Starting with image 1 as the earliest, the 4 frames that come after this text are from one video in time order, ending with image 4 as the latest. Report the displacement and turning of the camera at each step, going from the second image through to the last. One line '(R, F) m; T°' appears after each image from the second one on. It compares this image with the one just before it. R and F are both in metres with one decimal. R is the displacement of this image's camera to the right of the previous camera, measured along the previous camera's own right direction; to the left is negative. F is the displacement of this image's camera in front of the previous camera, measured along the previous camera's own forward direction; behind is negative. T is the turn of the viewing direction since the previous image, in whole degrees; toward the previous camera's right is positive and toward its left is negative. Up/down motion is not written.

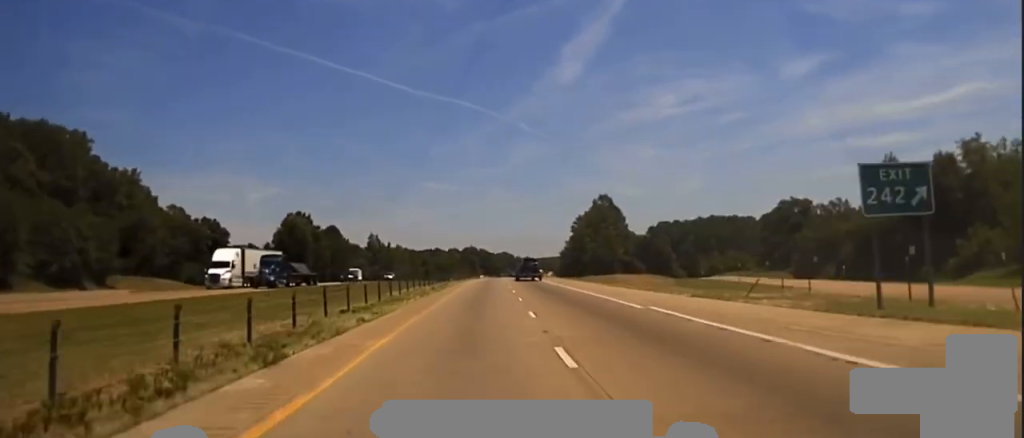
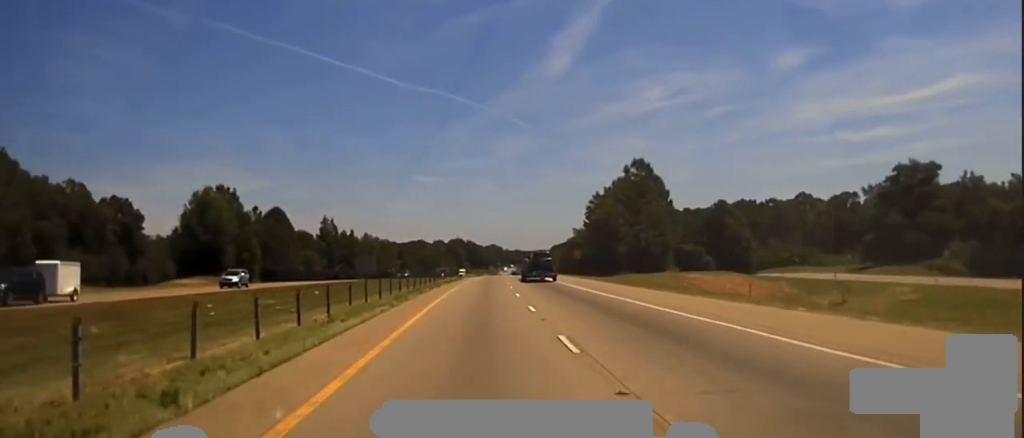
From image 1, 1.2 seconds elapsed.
(+0.2, +53.6) m; +1°
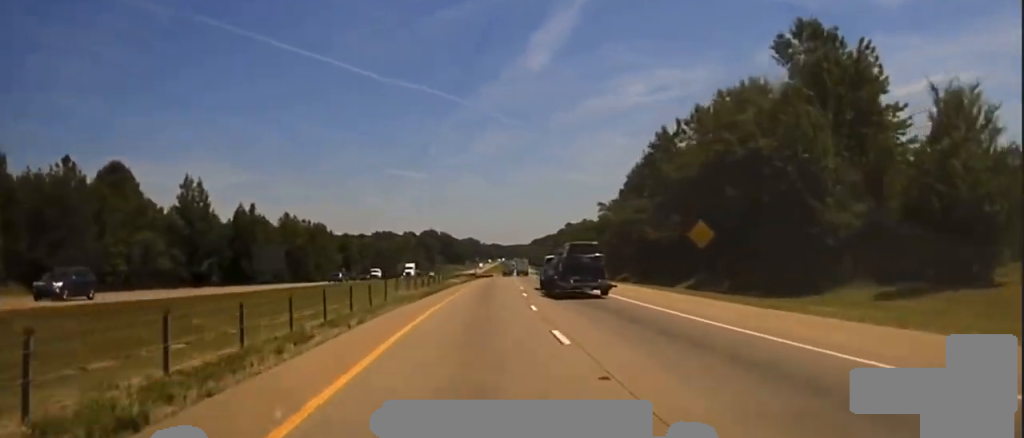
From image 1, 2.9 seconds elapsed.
(+1.5, +75.2) m; +2°
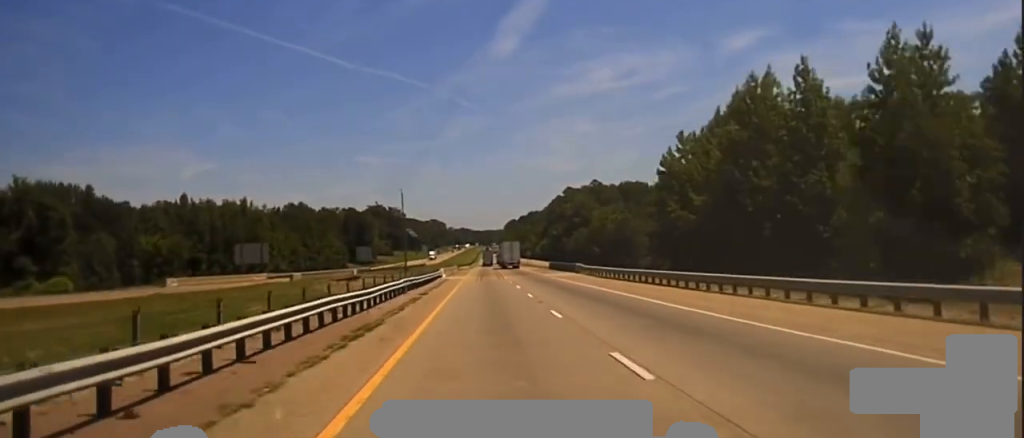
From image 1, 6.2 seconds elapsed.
(+3.8, +186.2) m; +2°
